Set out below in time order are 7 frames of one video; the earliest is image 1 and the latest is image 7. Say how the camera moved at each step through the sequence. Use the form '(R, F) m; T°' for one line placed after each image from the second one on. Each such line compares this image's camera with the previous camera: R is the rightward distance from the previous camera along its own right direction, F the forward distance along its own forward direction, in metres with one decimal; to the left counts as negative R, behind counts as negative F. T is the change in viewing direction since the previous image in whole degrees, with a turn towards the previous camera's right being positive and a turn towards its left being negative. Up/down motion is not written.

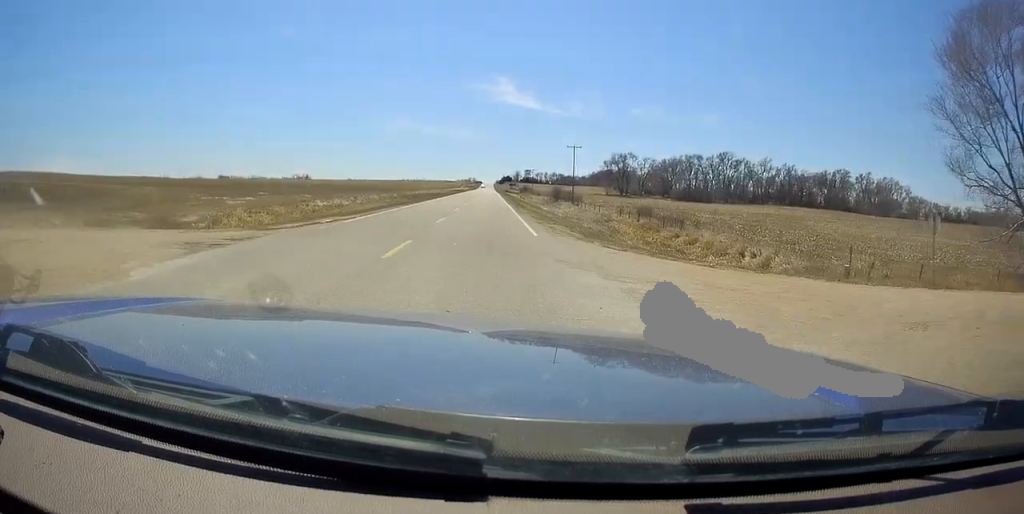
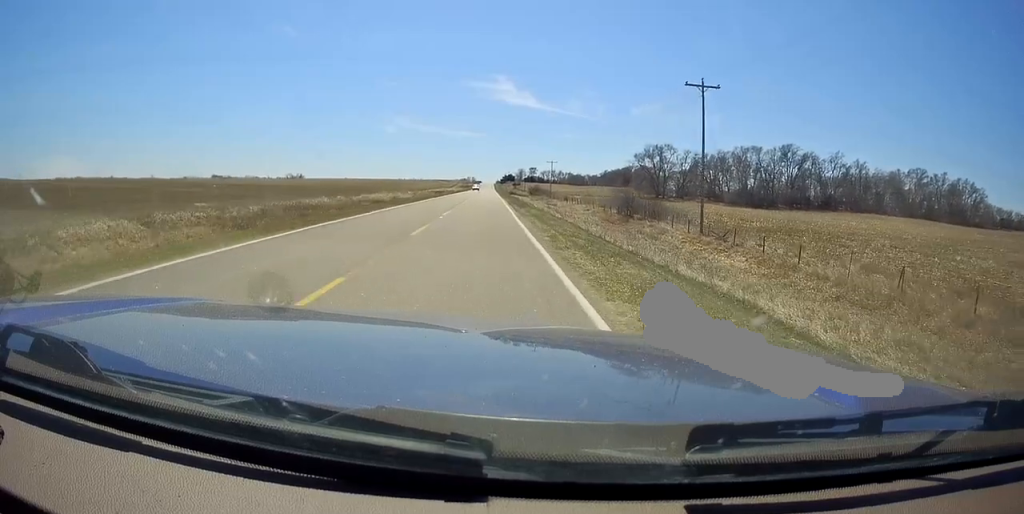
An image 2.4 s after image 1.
(-0.6, +62.2) m; -1°
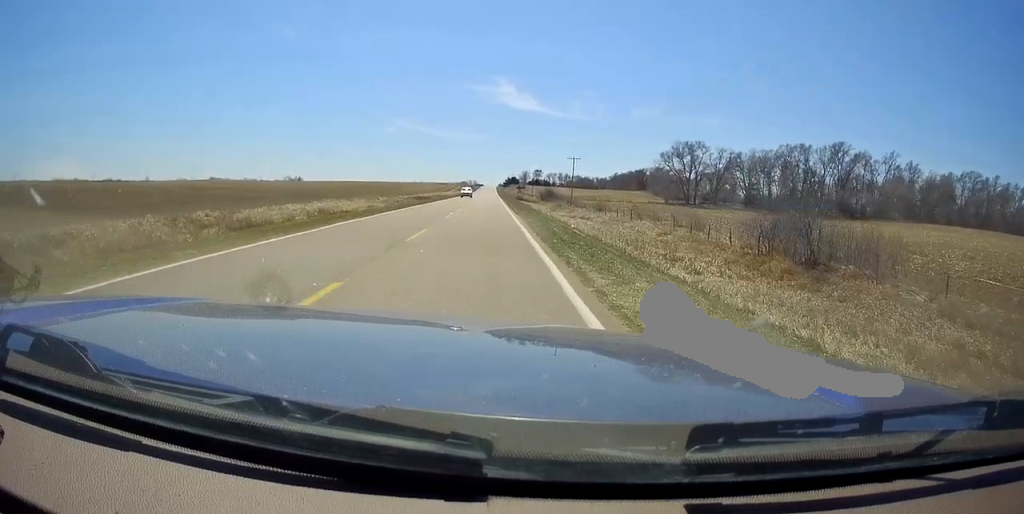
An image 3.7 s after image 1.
(+0.3, +33.5) m; +1°
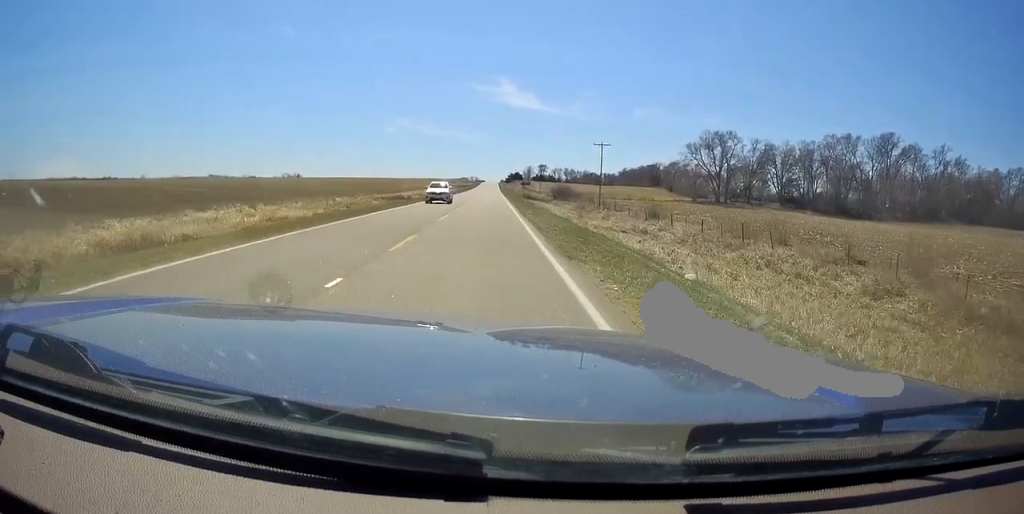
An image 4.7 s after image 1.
(0.0, +25.5) m; -2°
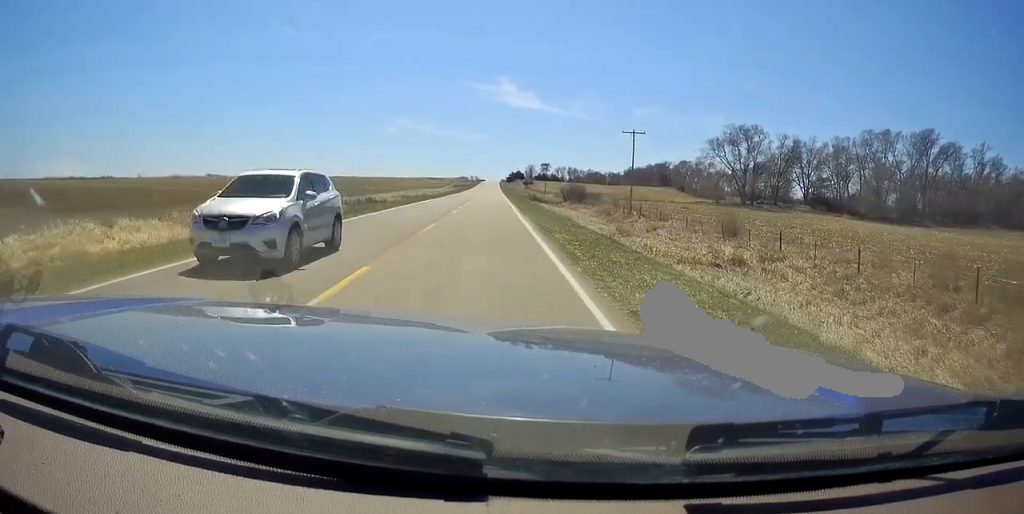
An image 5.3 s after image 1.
(-0.6, +17.6) m; 0°
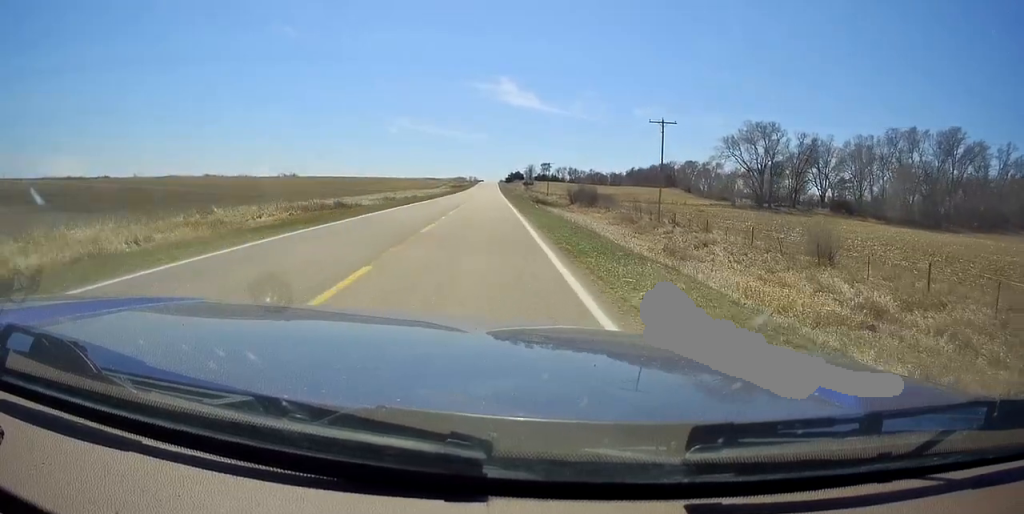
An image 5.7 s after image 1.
(-0.2, +11.0) m; 0°
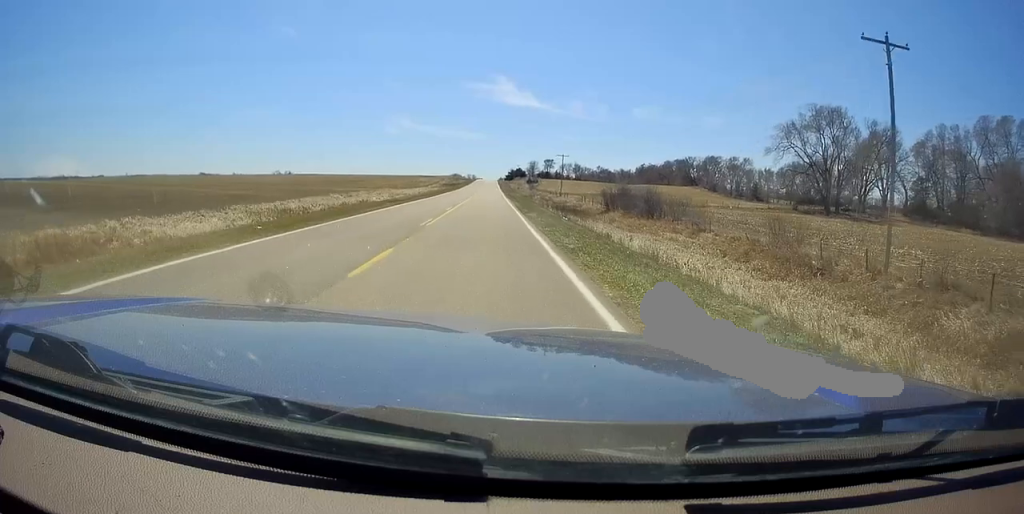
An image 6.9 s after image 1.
(+0.9, +31.1) m; +1°
